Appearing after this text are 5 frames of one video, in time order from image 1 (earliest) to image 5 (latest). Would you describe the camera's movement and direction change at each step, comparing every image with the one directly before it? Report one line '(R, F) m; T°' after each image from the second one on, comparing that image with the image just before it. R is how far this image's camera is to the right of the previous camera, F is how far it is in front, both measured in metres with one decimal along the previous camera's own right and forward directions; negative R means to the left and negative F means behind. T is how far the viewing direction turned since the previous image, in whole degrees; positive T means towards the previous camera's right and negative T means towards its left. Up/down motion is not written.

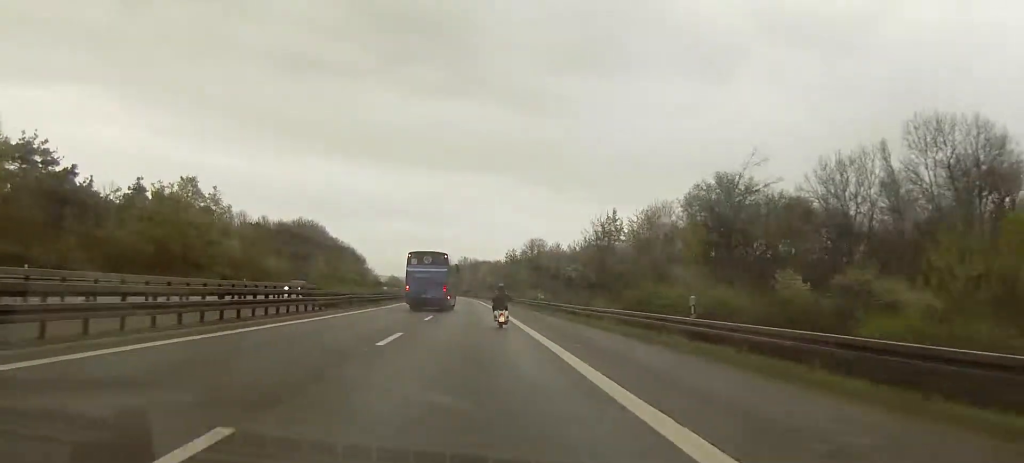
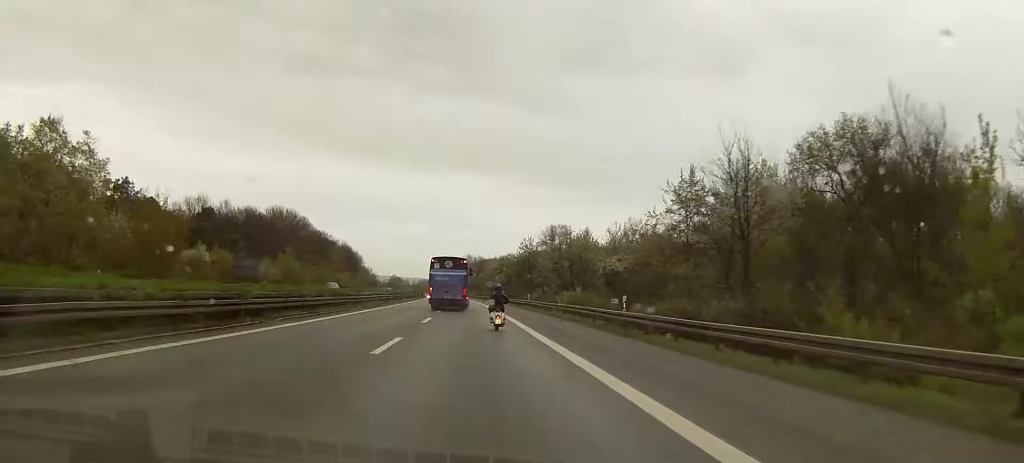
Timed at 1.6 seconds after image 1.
(-0.1, +38.2) m; -1°
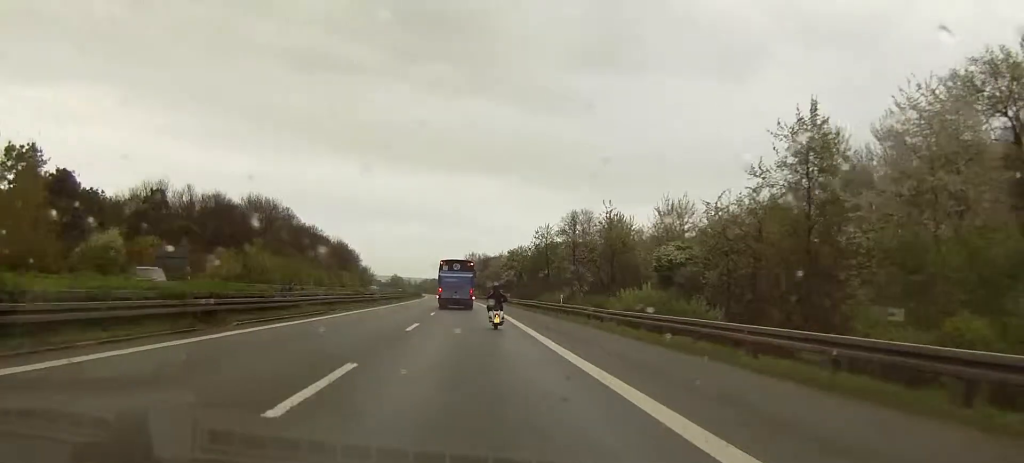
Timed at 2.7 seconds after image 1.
(-0.4, +27.1) m; -1°
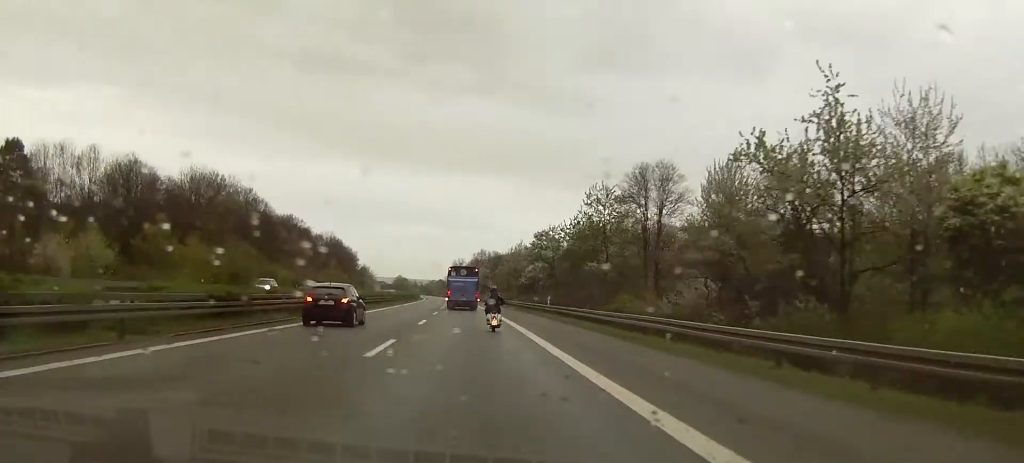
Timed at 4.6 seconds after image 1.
(+0.4, +45.5) m; 0°
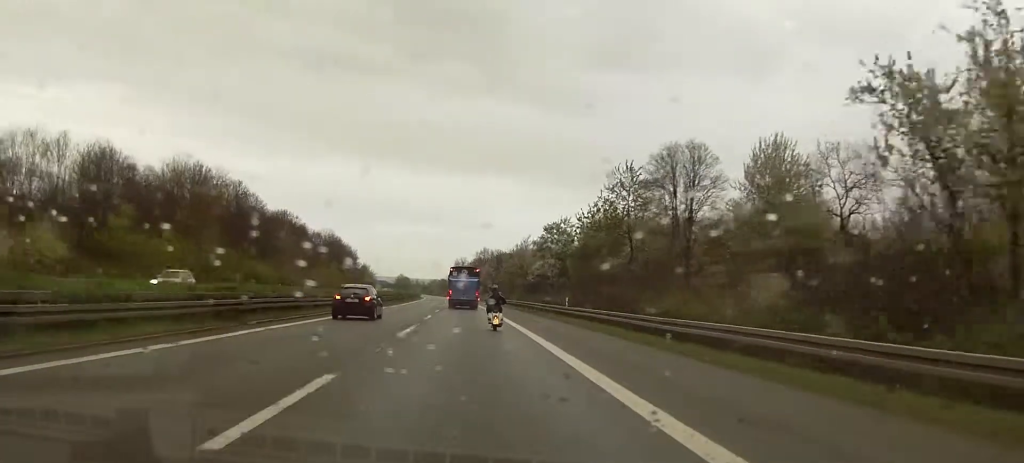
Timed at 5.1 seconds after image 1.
(-0.1, +10.2) m; 0°
